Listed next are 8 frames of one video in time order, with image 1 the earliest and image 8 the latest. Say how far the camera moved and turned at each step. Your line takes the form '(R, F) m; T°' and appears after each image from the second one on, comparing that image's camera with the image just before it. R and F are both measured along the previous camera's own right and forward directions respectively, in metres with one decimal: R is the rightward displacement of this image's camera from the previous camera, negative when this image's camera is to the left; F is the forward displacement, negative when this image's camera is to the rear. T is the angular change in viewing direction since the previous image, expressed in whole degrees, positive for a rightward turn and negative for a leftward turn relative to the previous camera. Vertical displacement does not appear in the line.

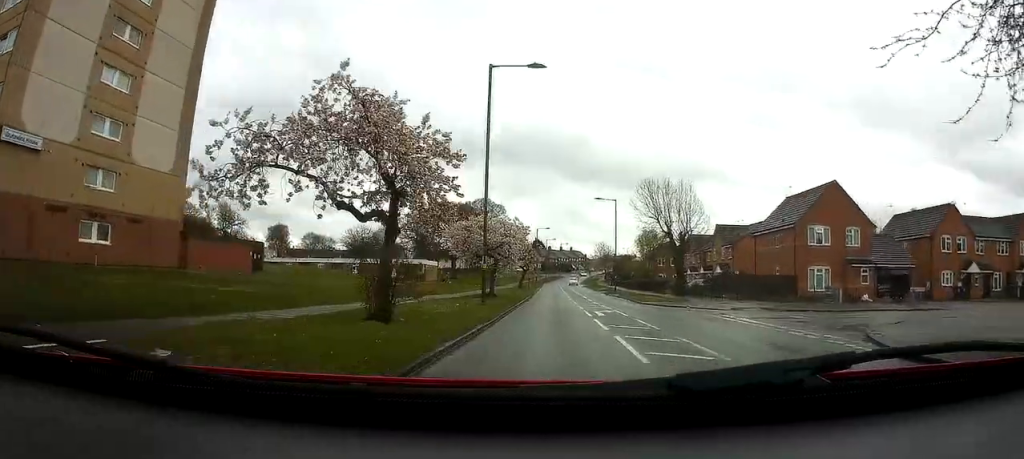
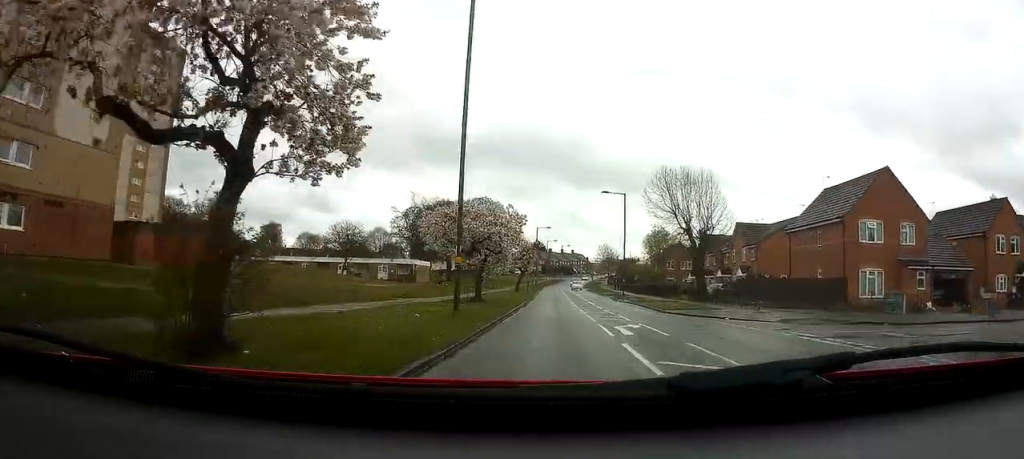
(0.0, +6.8) m; 0°
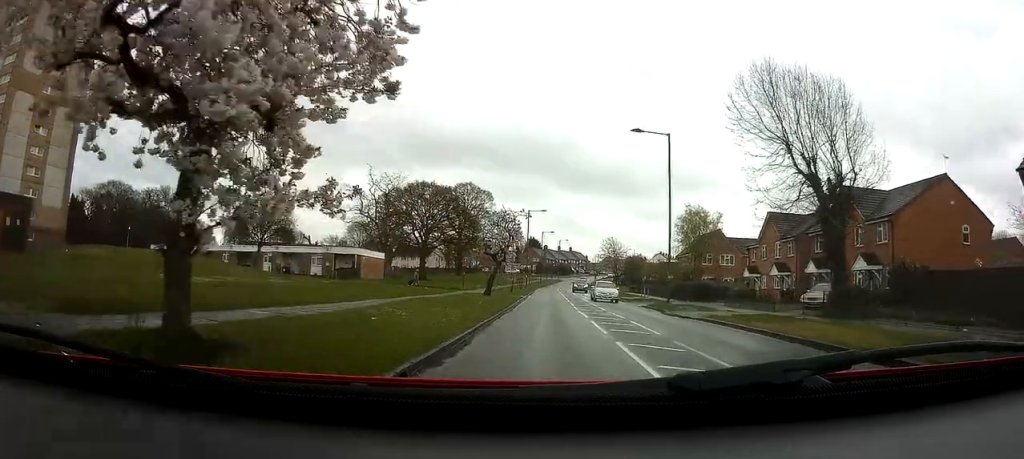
(0.0, +23.5) m; -4°
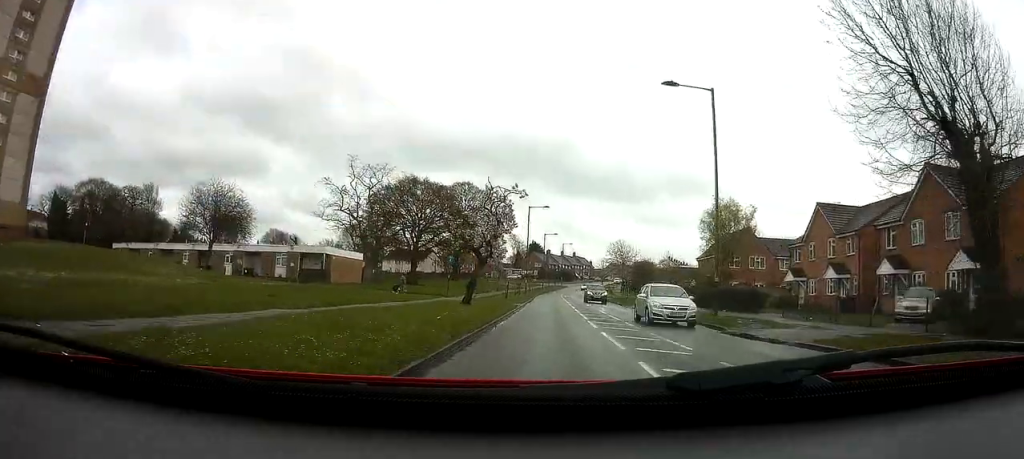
(-0.4, +9.3) m; -2°
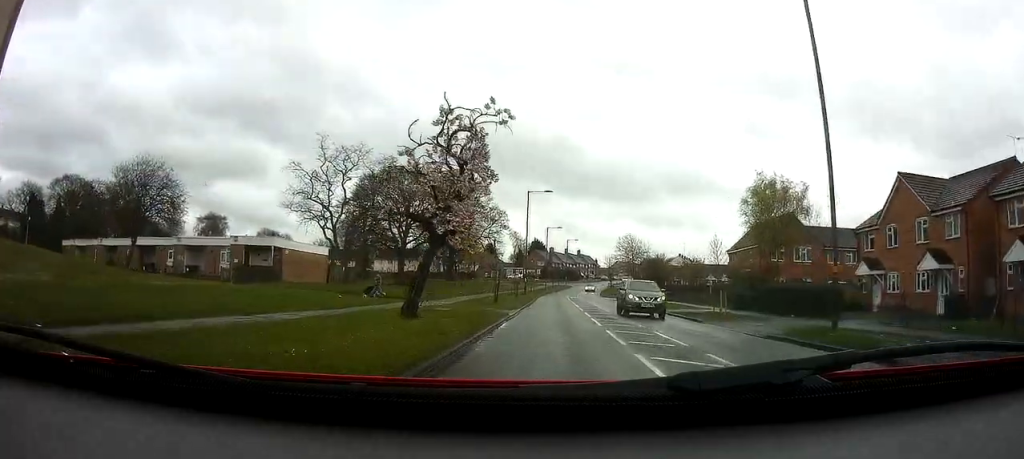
(-0.4, +10.6) m; +1°
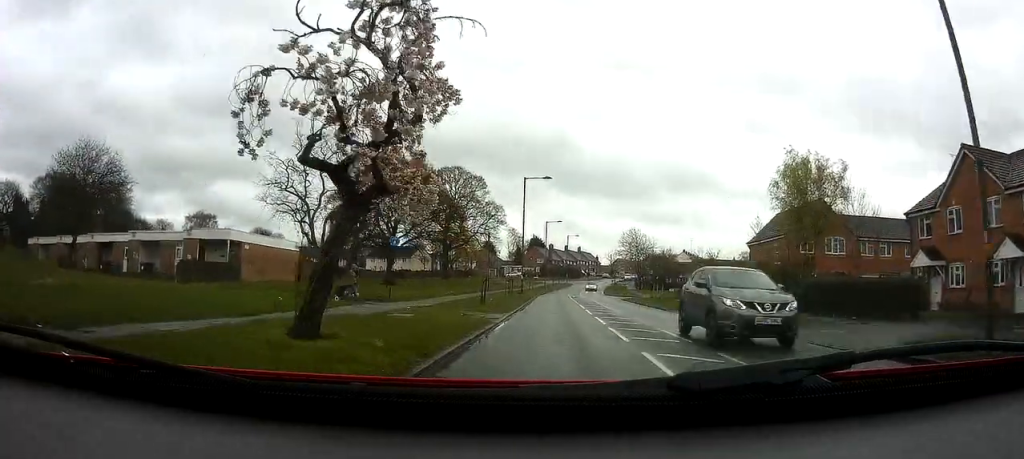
(+0.5, +6.1) m; +2°
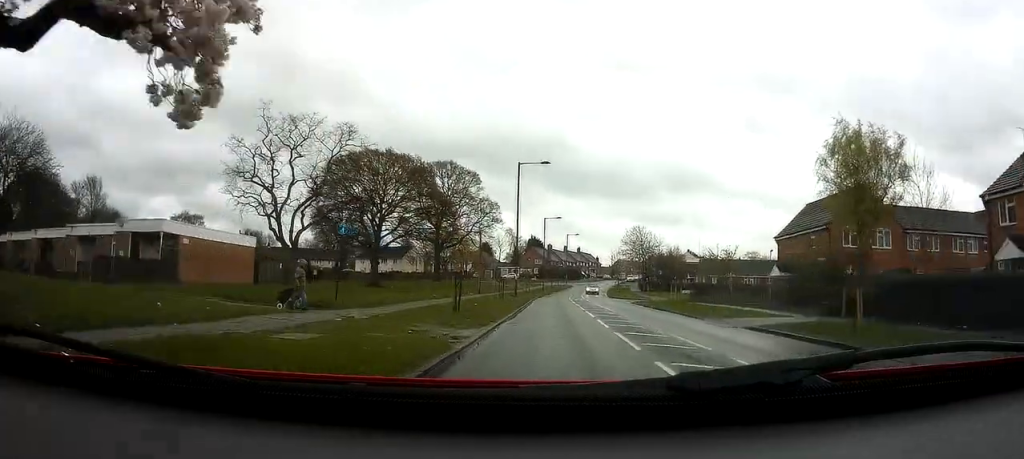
(+0.1, +6.9) m; +1°
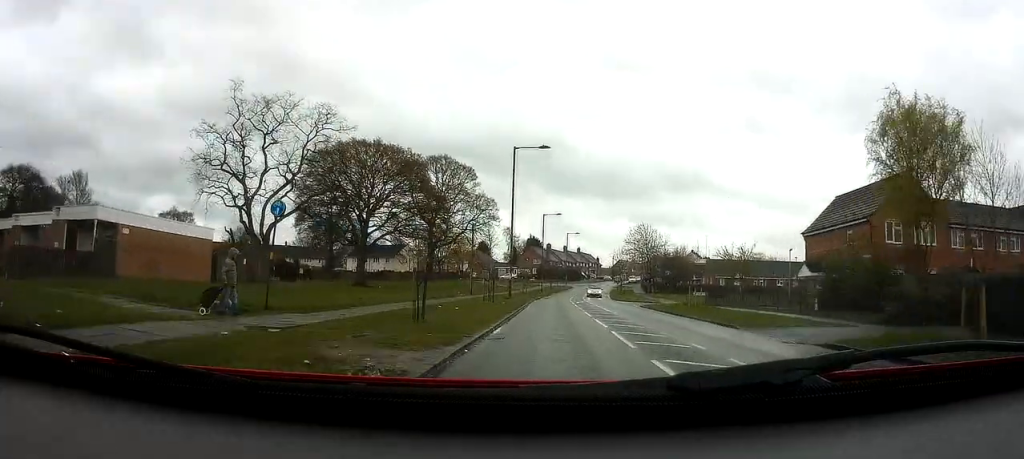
(-0.2, +5.3) m; 0°
